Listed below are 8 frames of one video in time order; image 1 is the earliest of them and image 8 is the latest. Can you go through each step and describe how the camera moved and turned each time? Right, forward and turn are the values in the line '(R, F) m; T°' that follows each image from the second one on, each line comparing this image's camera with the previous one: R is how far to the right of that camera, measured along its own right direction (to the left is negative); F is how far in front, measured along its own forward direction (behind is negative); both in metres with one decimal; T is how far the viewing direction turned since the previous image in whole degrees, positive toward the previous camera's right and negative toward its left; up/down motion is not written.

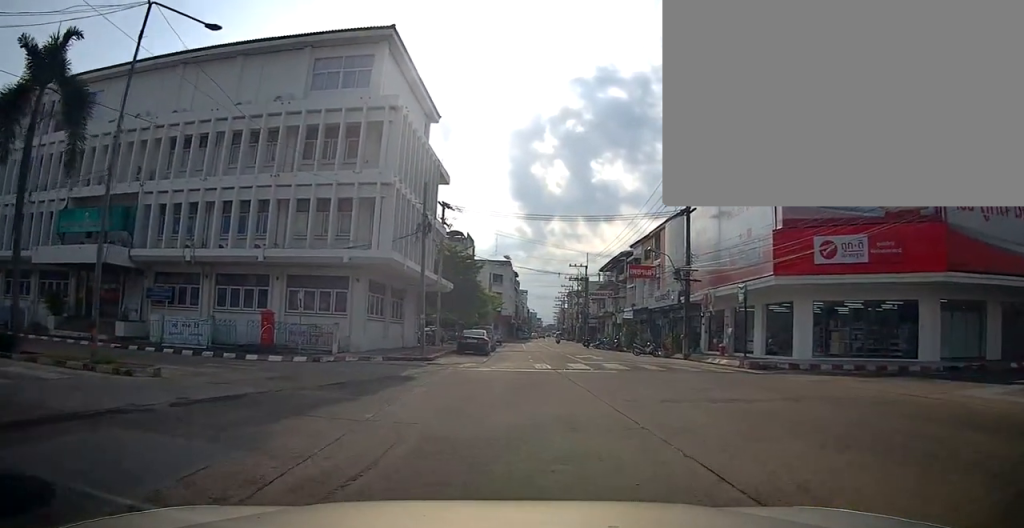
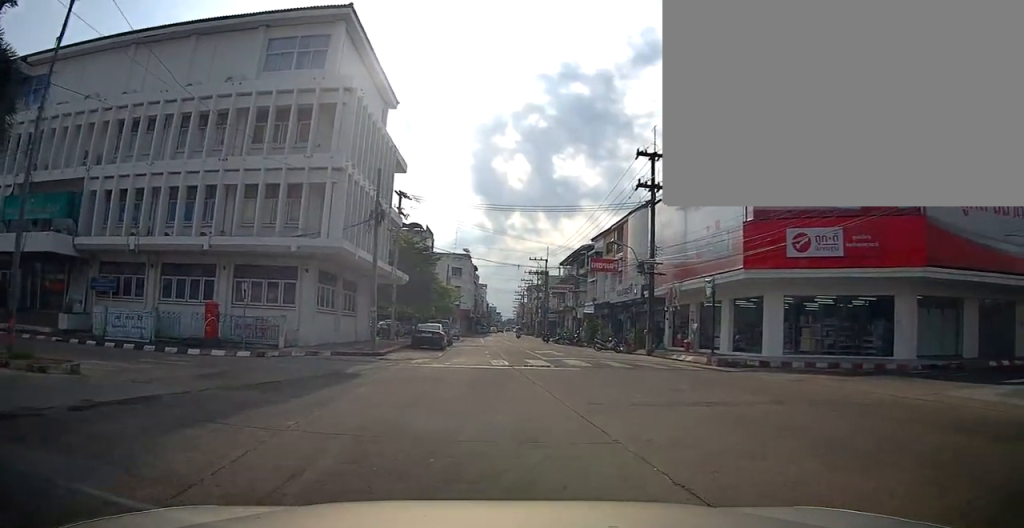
(+0.1, +1.2) m; +10°
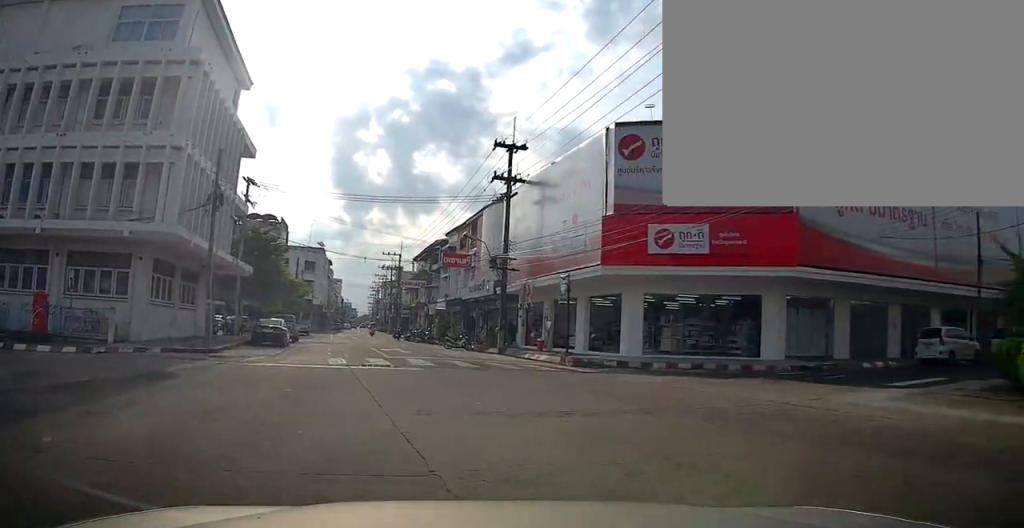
(+0.3, +1.5) m; +21°
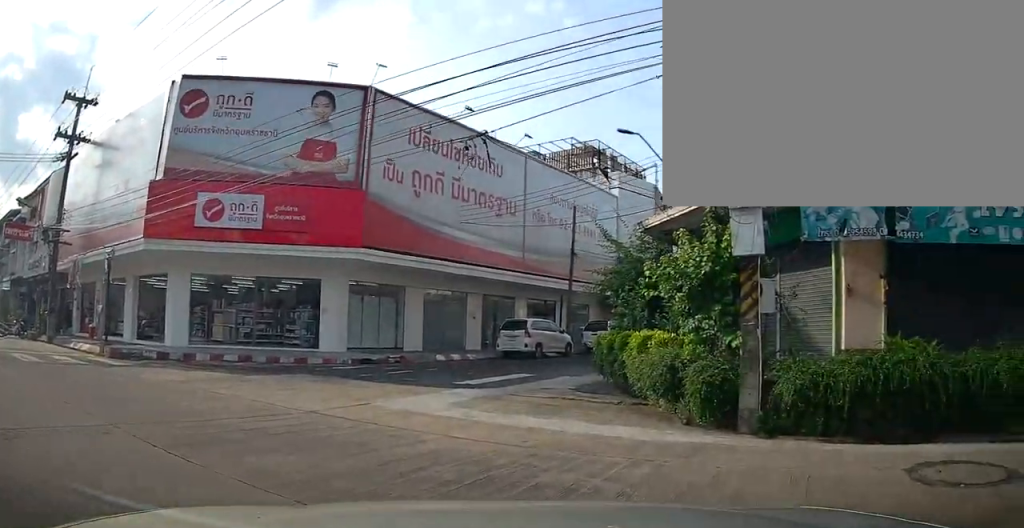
(+1.1, +2.3) m; +50°
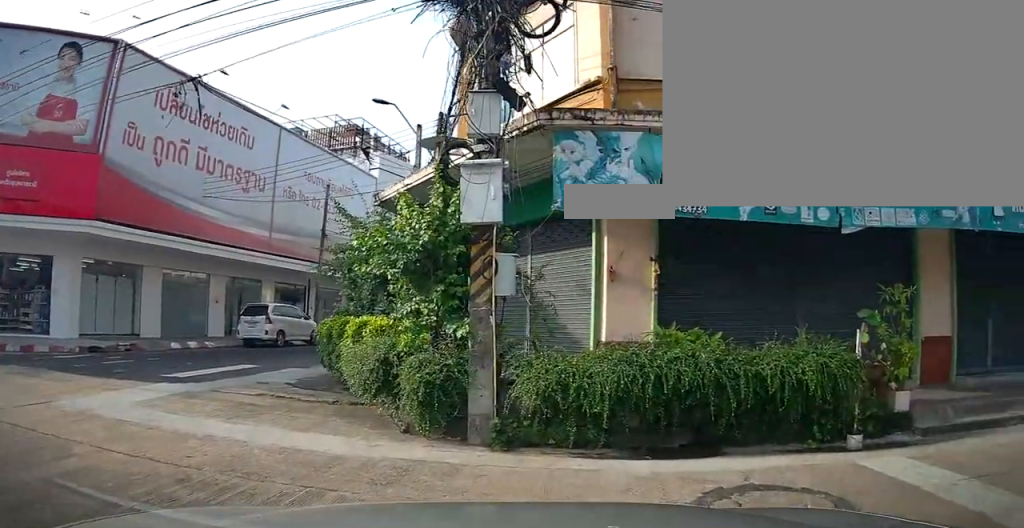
(+0.1, +1.4) m; +19°
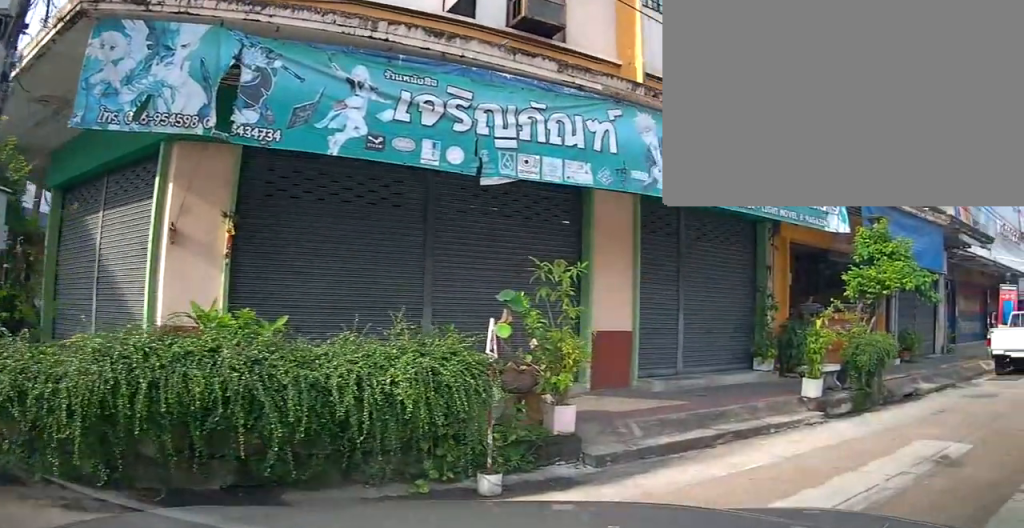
(+0.6, +2.0) m; +16°
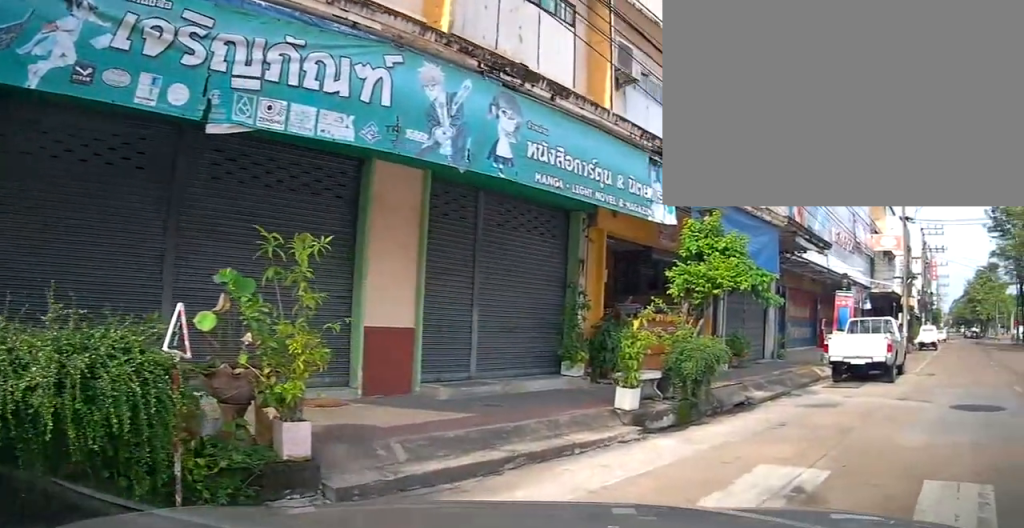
(-0.1, +1.1) m; +10°
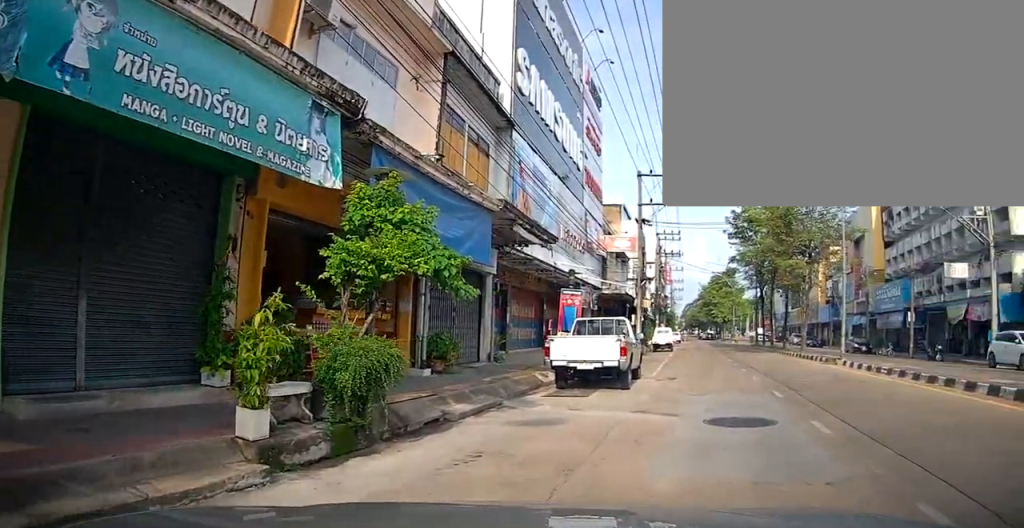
(+0.3, +1.7) m; +23°
